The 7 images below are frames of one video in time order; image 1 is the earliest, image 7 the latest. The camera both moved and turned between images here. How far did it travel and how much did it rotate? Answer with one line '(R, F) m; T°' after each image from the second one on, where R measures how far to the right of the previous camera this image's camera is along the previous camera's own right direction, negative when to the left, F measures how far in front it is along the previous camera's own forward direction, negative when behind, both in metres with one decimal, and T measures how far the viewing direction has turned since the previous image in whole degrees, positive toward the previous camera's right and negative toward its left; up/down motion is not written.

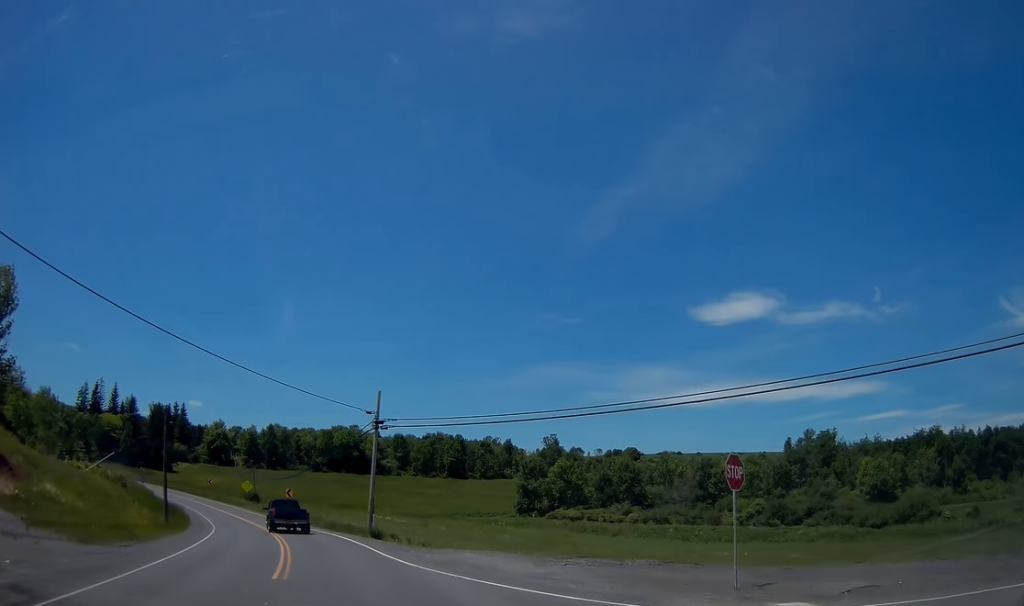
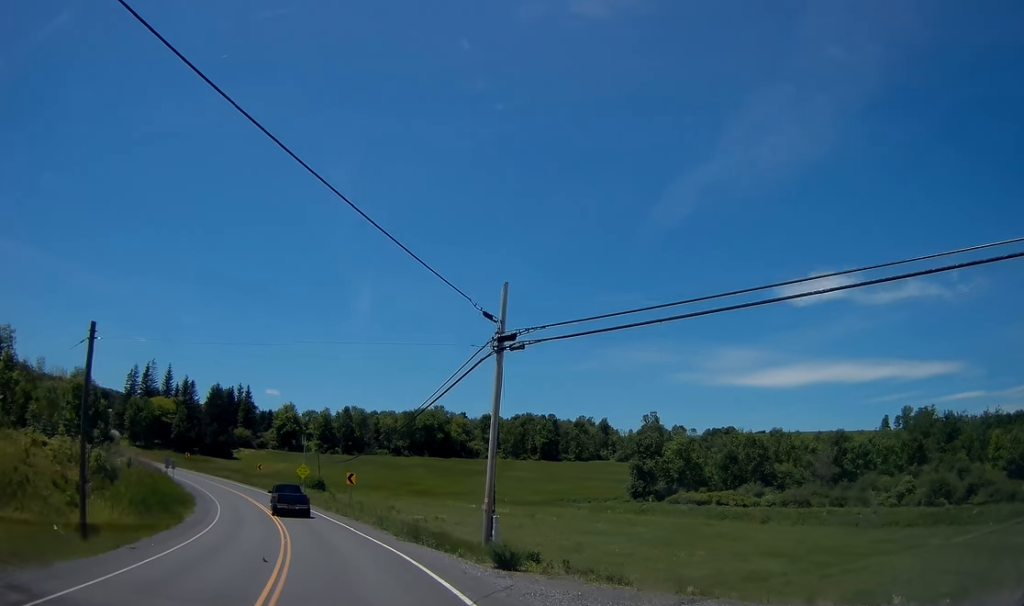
(-0.9, +18.8) m; -8°
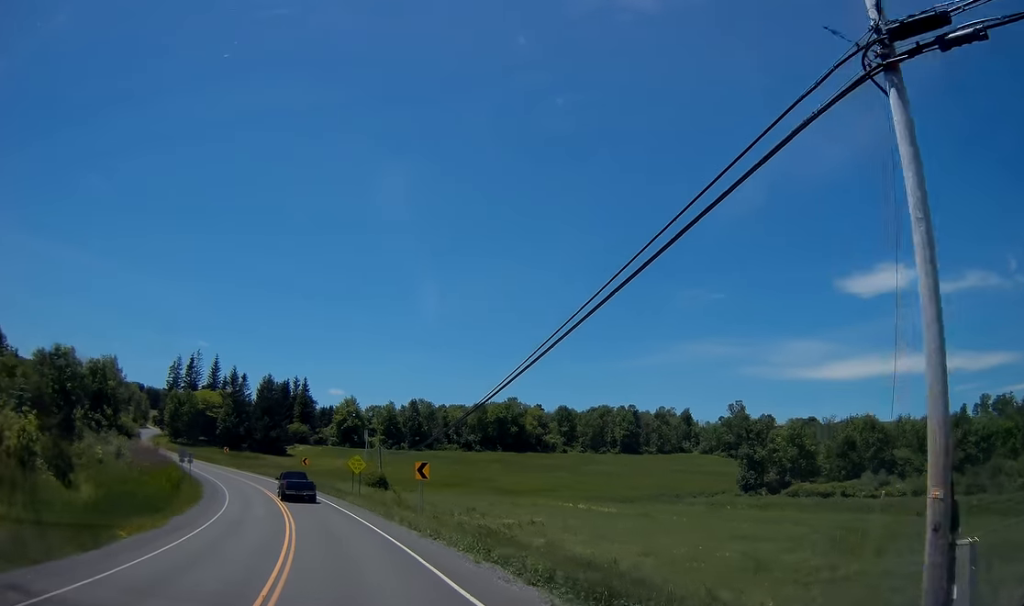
(-1.3, +15.3) m; -6°
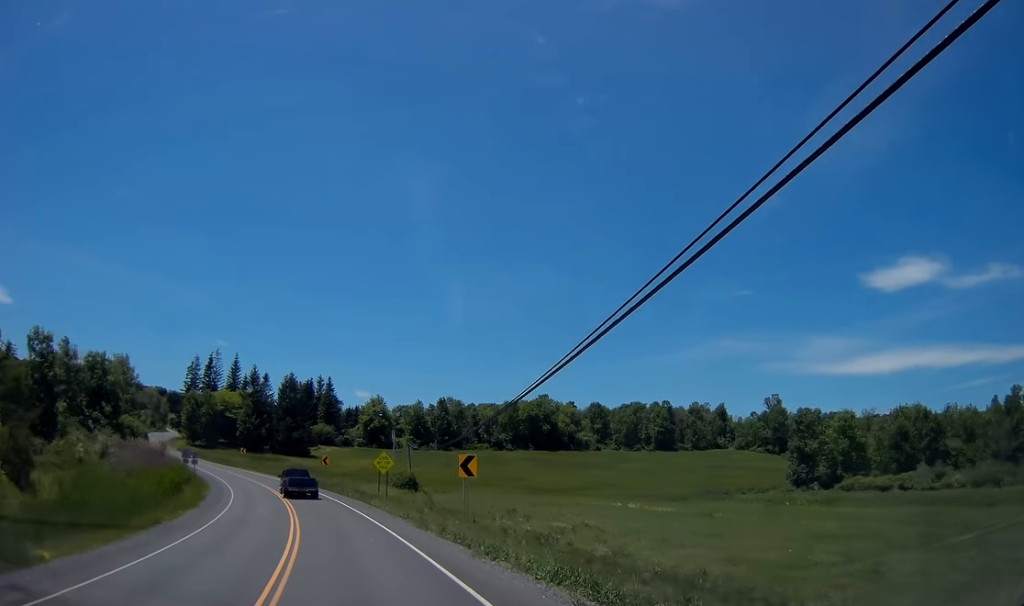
(+0.1, +6.2) m; -1°
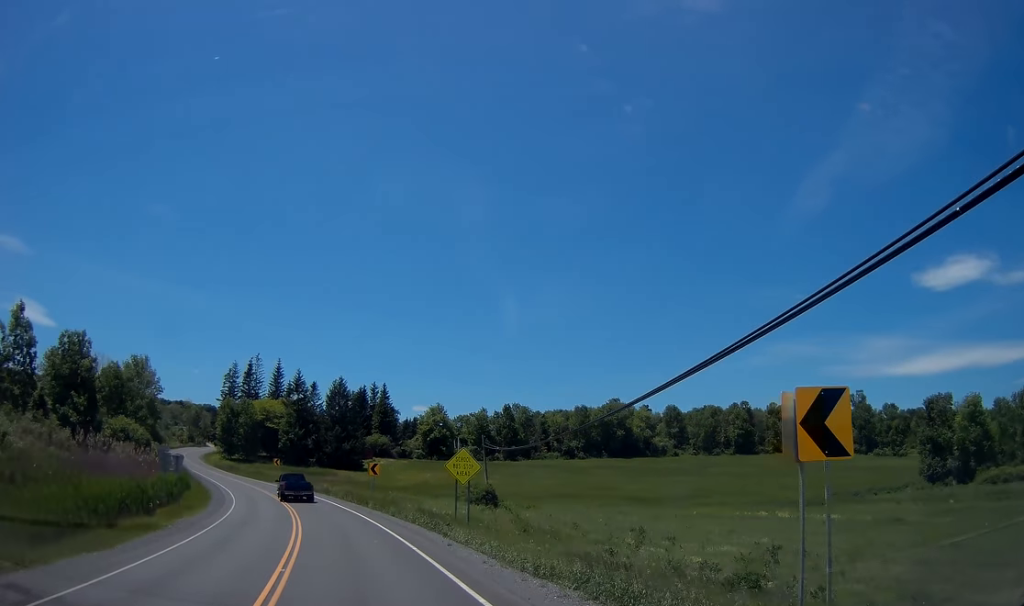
(-0.4, +14.8) m; -6°
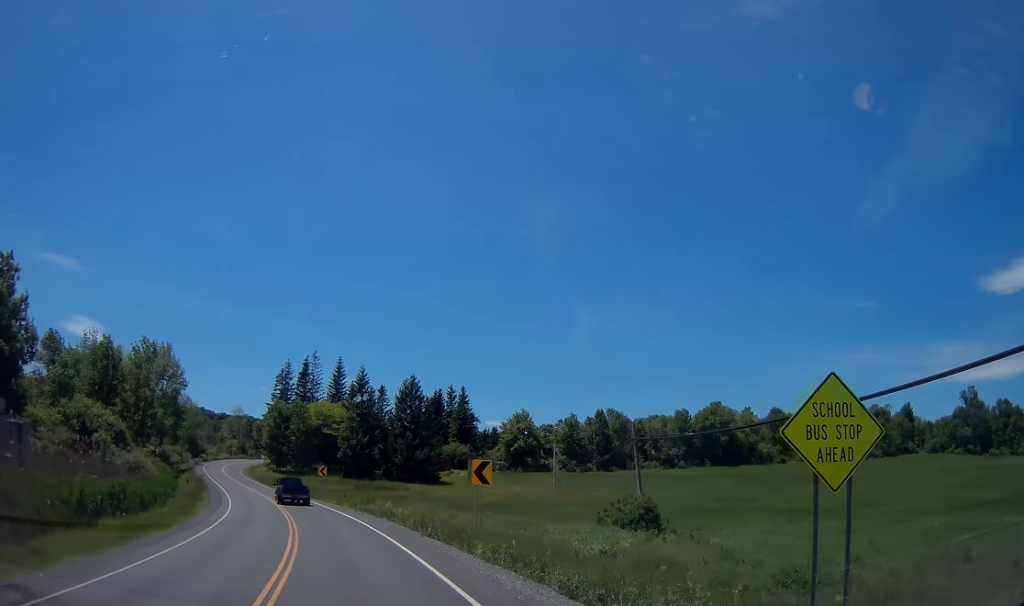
(-1.8, +20.0) m; -8°
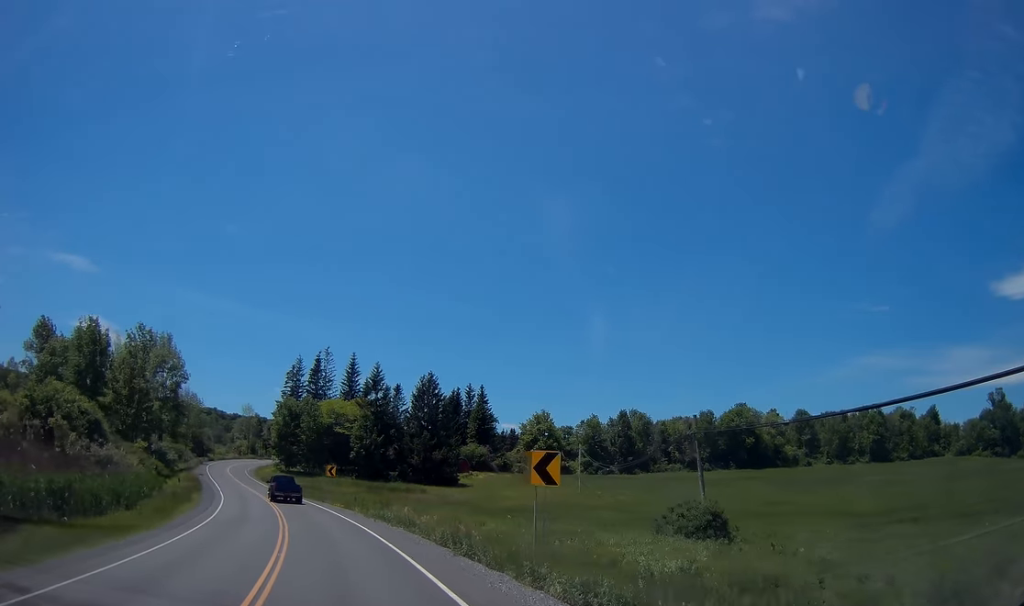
(-0.1, +6.1) m; -2°
